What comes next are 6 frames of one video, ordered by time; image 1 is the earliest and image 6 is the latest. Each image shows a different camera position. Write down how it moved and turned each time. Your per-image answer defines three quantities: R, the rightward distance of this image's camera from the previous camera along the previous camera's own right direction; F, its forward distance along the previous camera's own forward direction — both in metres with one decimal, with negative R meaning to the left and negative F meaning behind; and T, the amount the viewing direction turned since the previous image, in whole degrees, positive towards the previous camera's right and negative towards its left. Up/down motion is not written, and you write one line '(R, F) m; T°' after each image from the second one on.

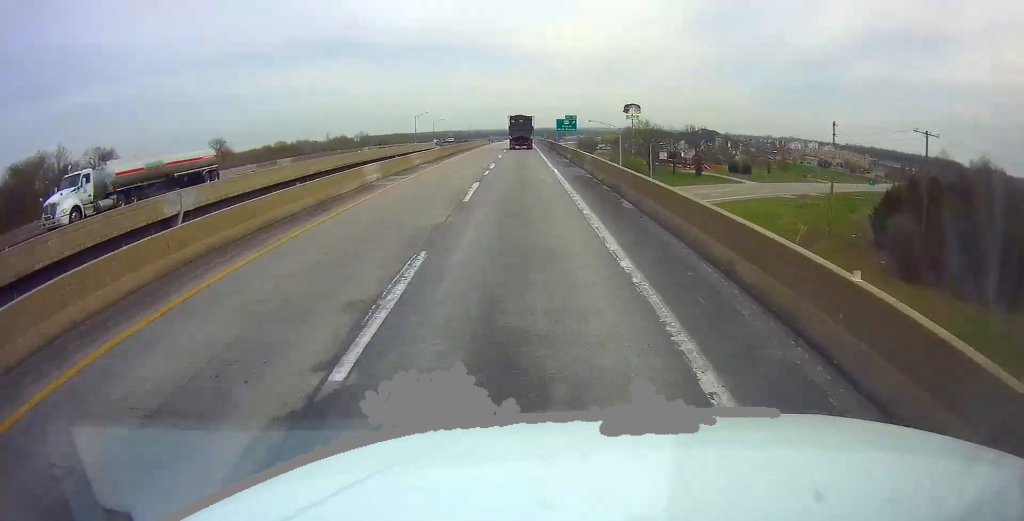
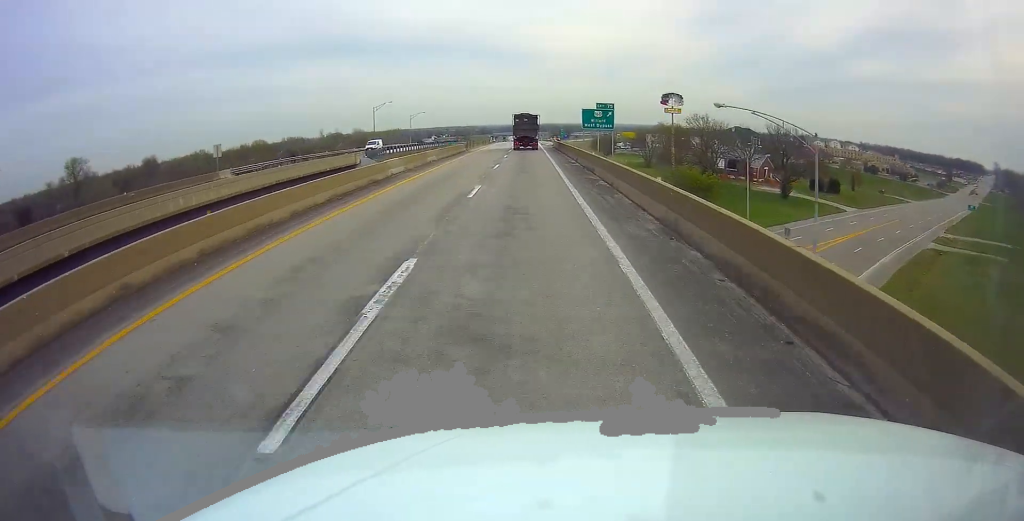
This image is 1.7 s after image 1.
(+0.1, +51.7) m; -1°
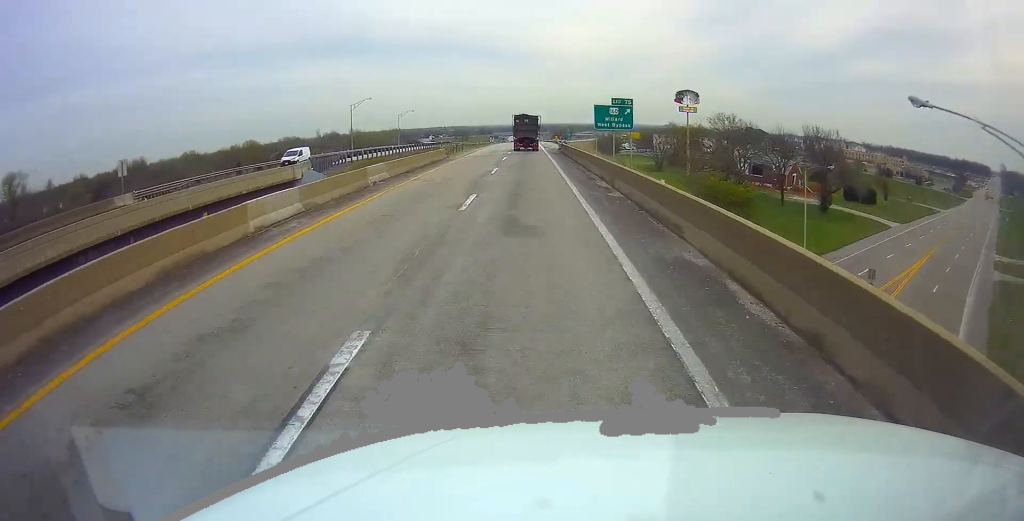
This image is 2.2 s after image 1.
(-0.1, +15.5) m; 0°
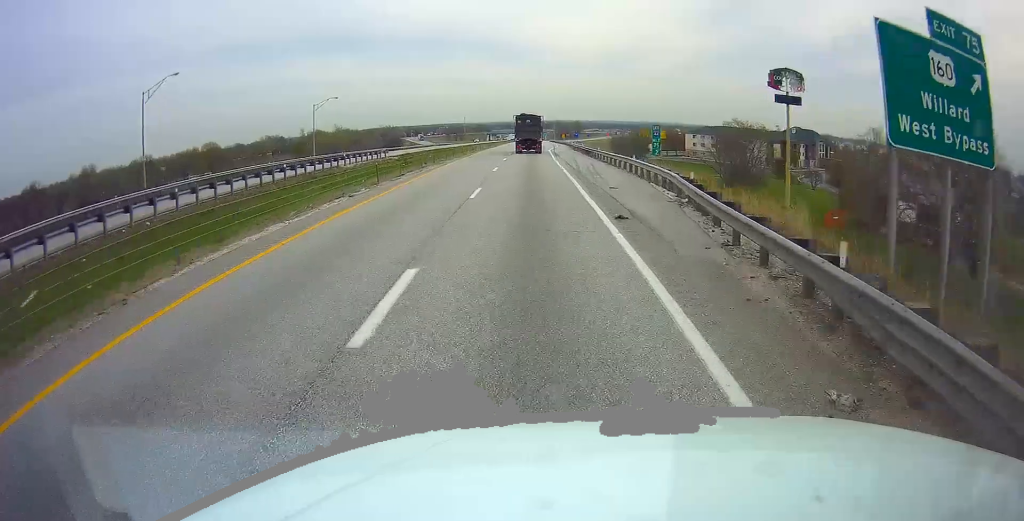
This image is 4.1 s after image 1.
(+0.2, +59.5) m; +1°
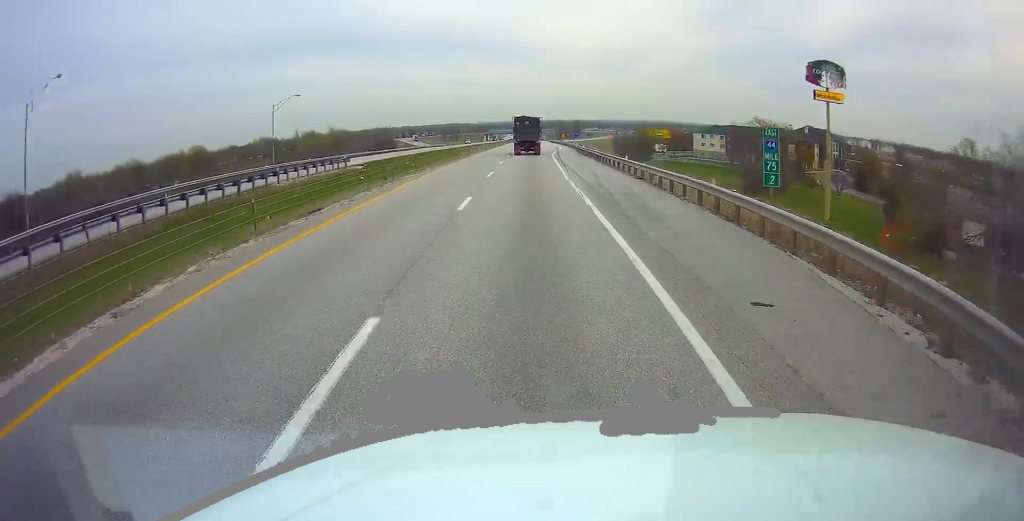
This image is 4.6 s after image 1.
(0.0, +14.2) m; 0°
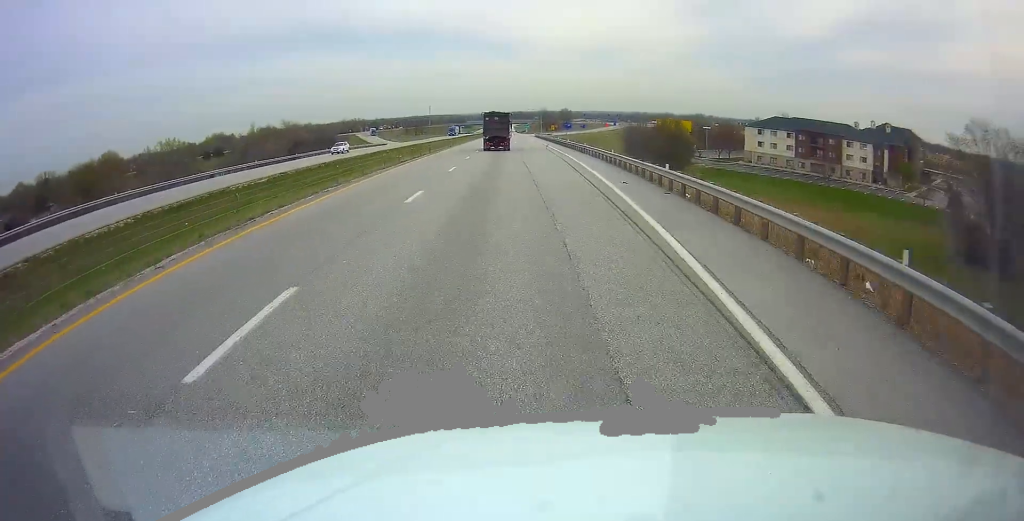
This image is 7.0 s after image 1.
(+0.7, +71.3) m; 0°
